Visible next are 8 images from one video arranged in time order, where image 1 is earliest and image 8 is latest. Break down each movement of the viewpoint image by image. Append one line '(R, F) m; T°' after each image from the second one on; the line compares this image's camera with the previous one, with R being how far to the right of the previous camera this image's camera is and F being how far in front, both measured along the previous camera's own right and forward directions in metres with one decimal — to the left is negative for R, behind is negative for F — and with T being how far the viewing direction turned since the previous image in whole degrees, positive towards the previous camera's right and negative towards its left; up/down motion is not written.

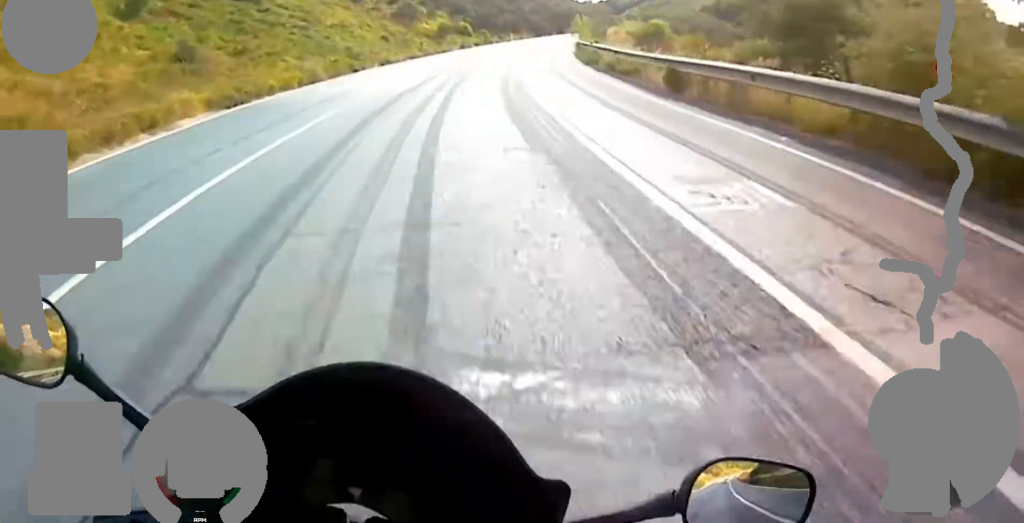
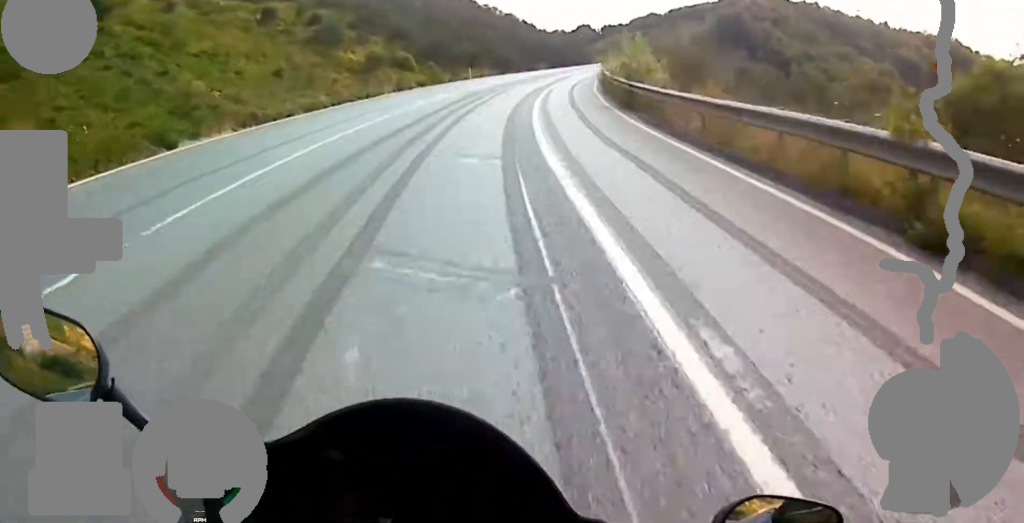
(+0.4, +25.5) m; 0°
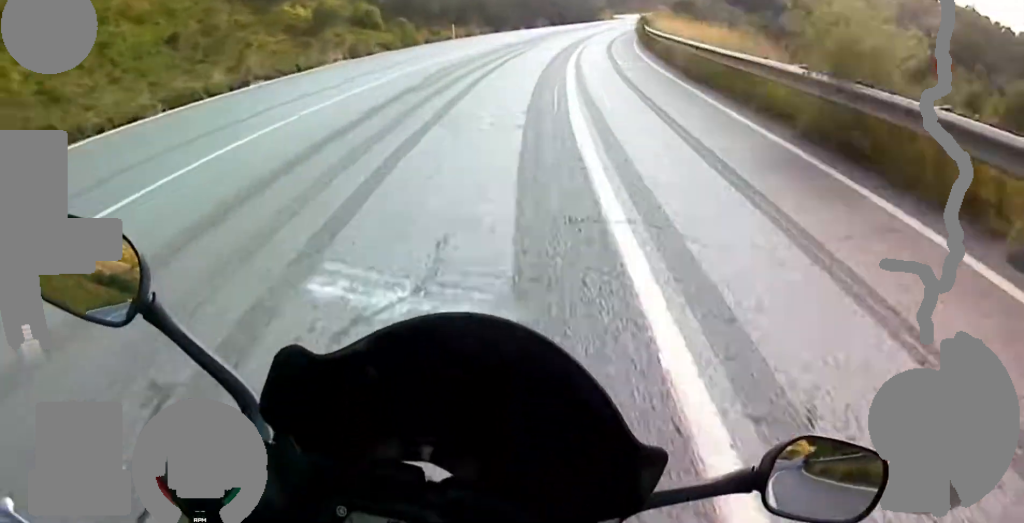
(+0.1, +13.8) m; 0°
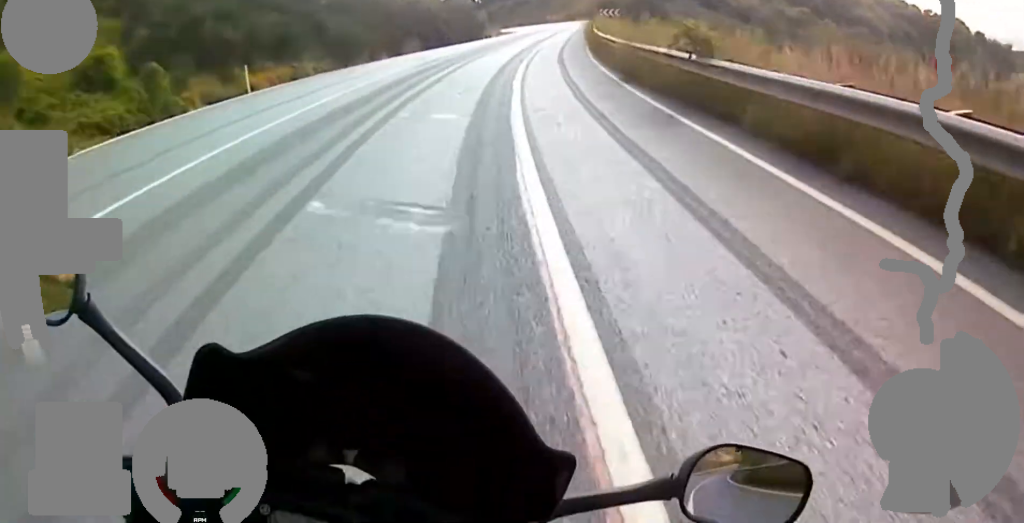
(-1.2, +21.5) m; +4°
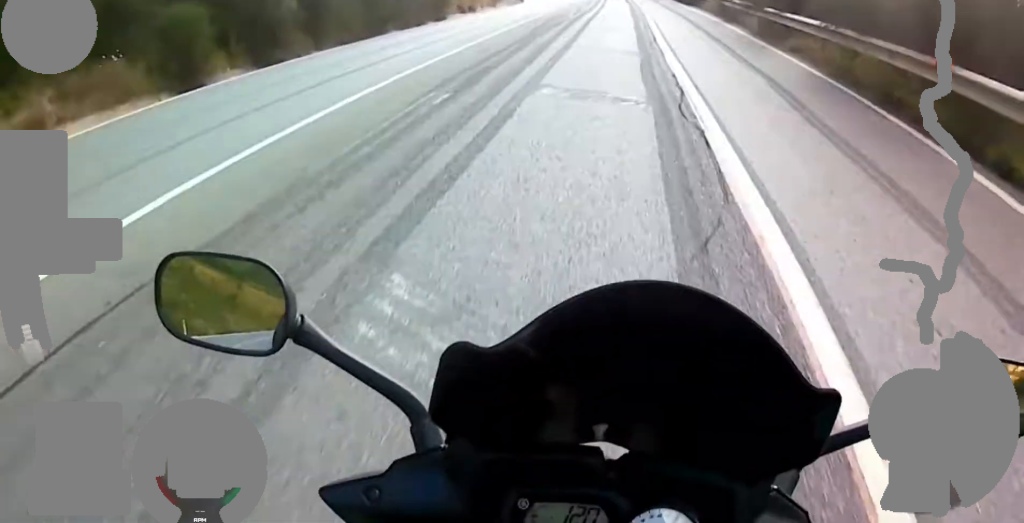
(+4.7, +37.1) m; +8°
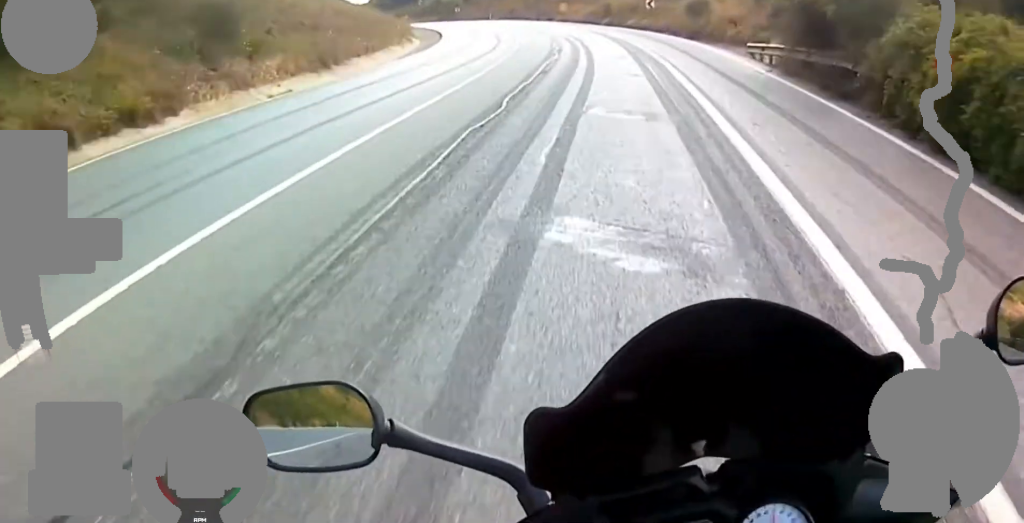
(0.0, +32.4) m; -6°
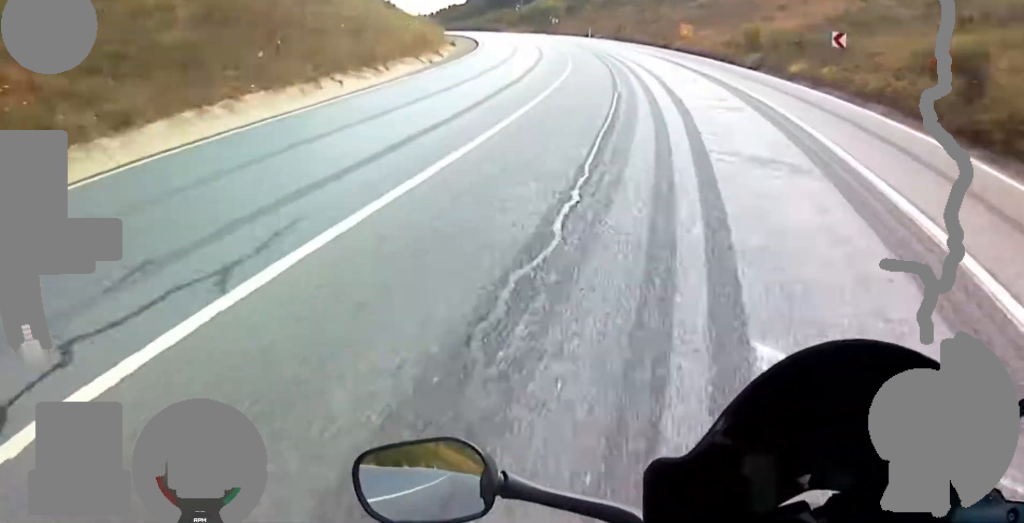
(-2.1, +21.5) m; -13°
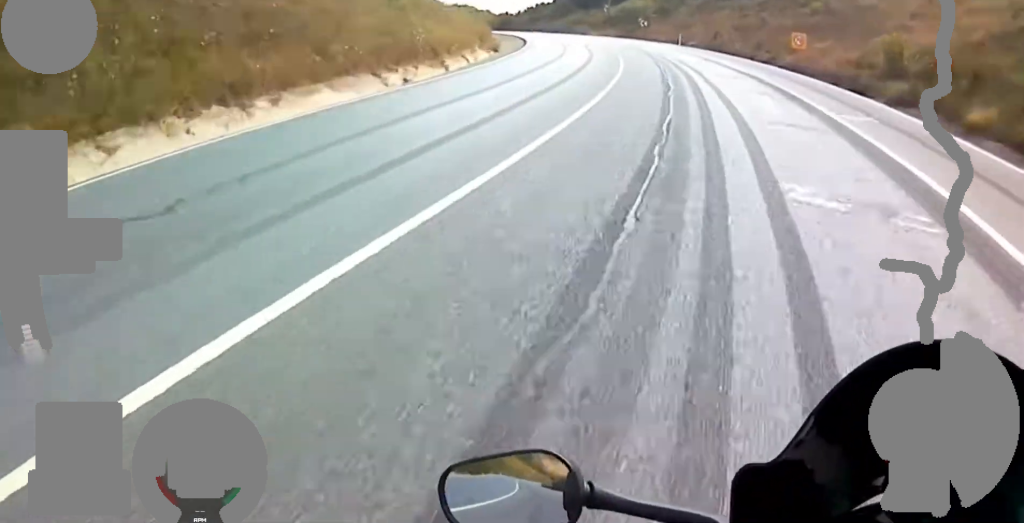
(-0.8, +12.2) m; -7°
